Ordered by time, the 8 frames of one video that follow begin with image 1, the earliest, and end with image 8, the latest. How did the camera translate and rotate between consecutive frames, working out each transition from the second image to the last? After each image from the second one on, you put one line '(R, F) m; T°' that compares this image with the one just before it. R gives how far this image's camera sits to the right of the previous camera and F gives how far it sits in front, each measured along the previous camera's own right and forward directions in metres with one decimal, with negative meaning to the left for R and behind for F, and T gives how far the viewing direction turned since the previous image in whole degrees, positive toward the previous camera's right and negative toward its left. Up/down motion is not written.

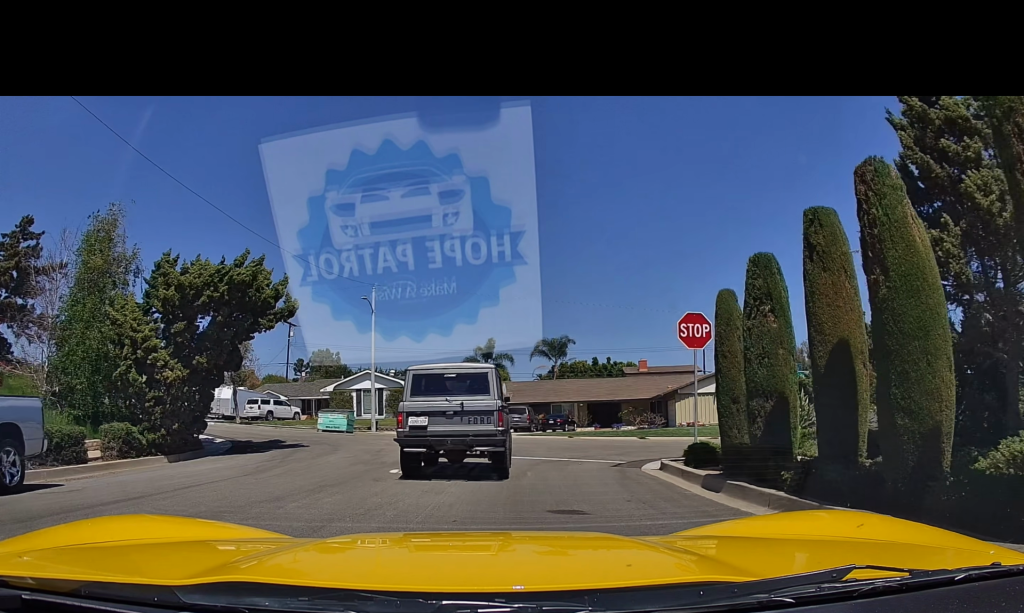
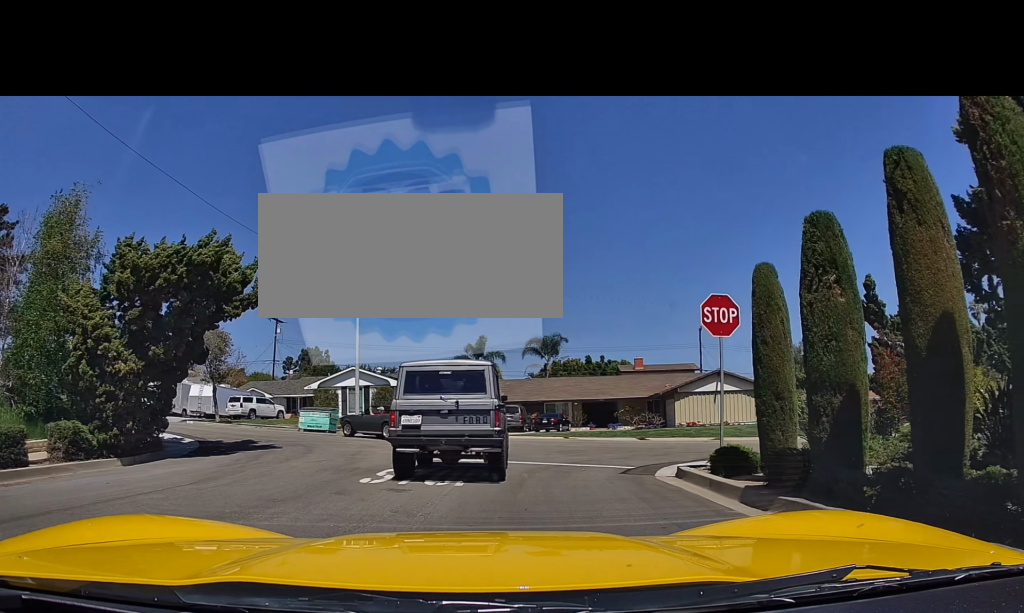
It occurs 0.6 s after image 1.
(+0.2, +1.9) m; -1°
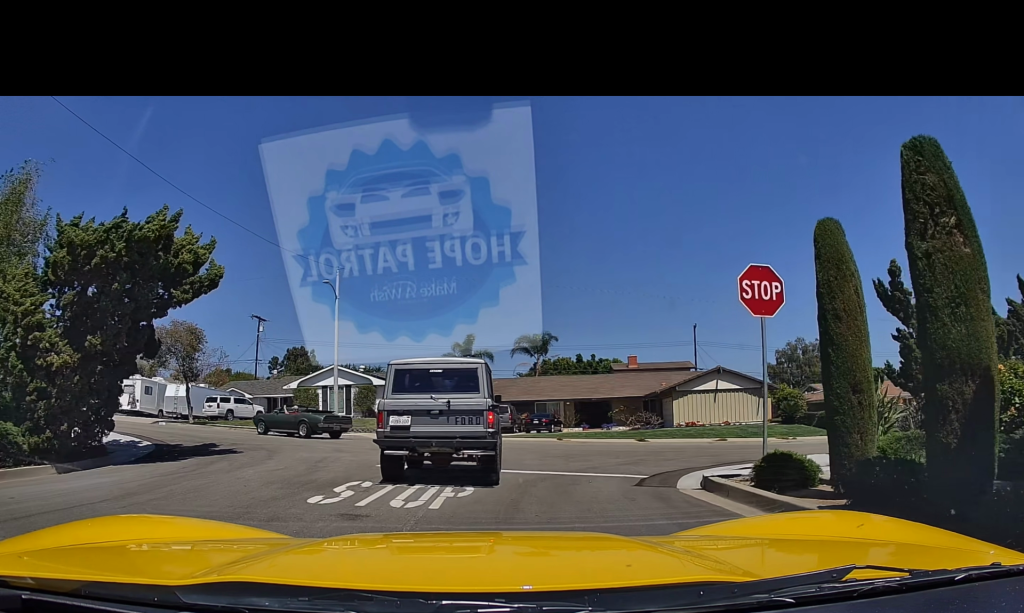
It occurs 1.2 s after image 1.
(-0.3, +2.3) m; -5°
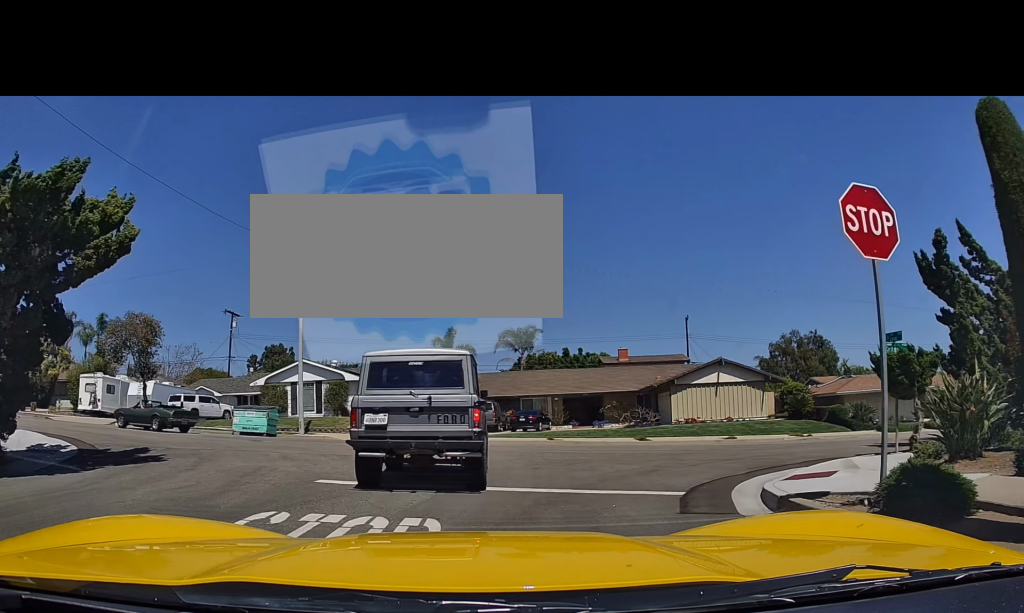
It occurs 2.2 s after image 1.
(-0.2, +3.5) m; -2°
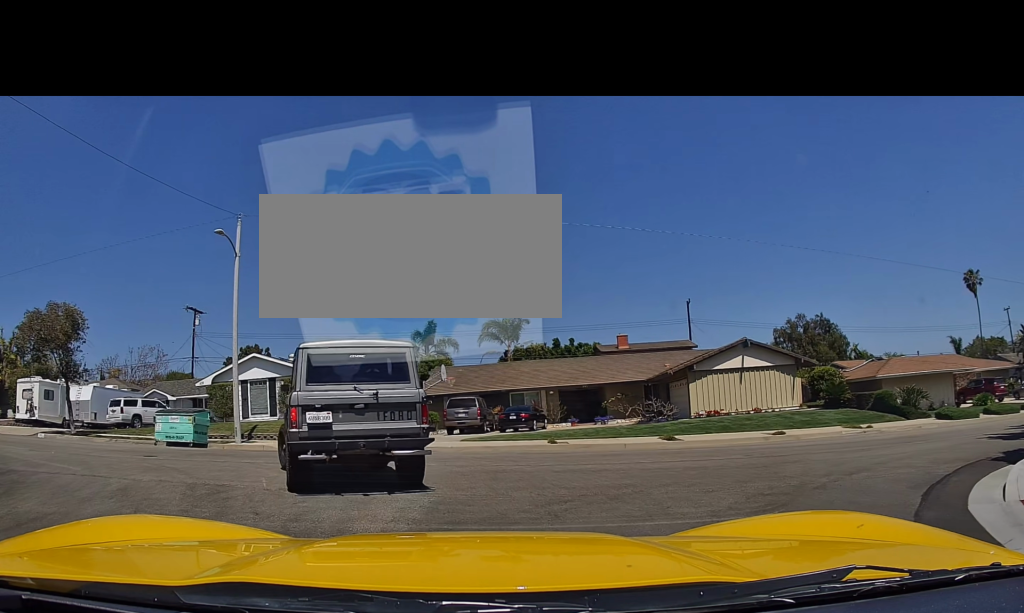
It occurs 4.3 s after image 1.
(+0.9, +6.8) m; +14°
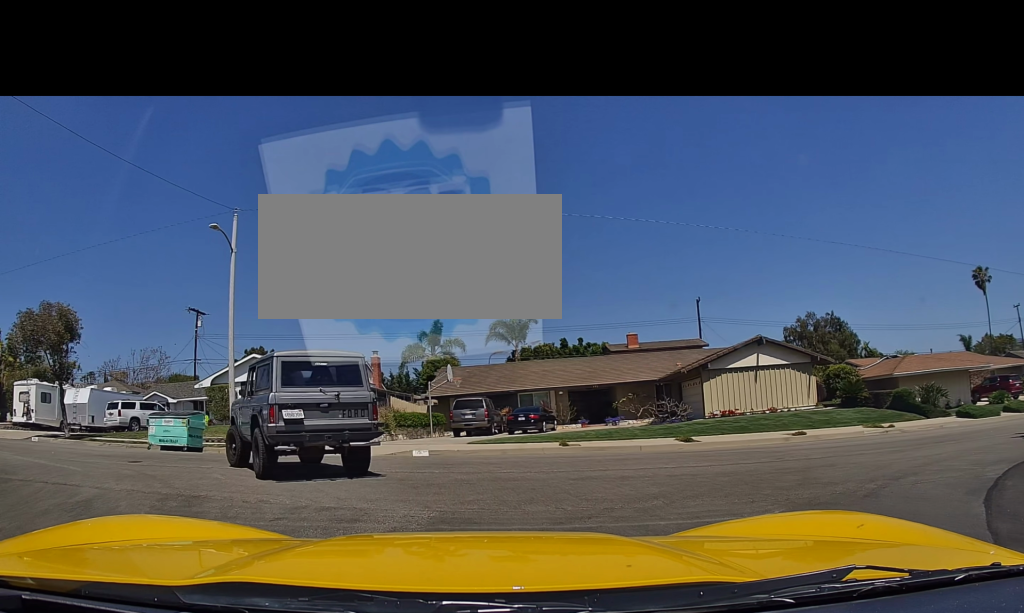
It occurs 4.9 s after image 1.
(0.0, +1.8) m; +1°
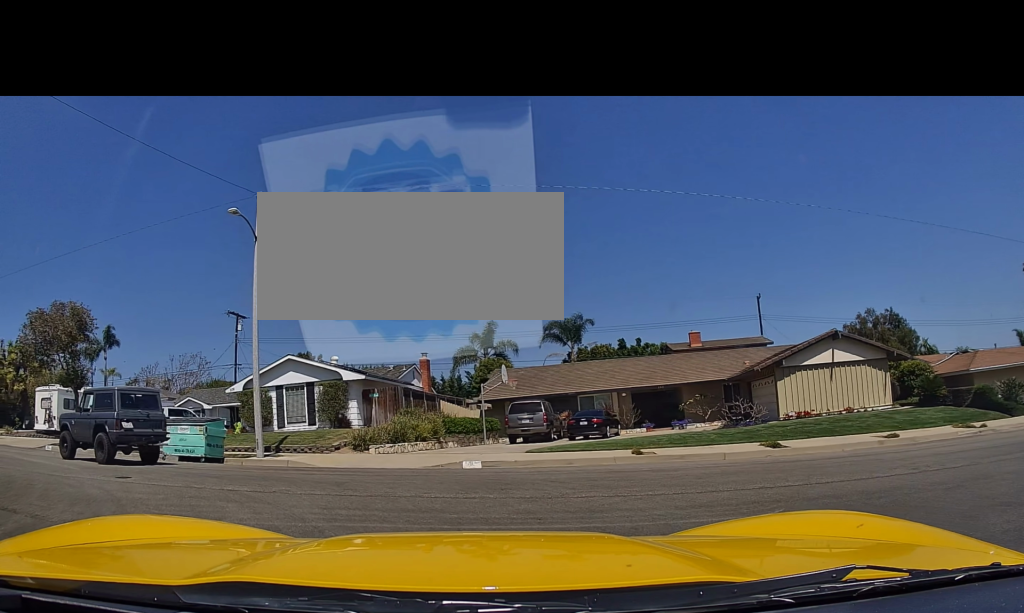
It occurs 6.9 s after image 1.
(-0.1, +3.0) m; 0°
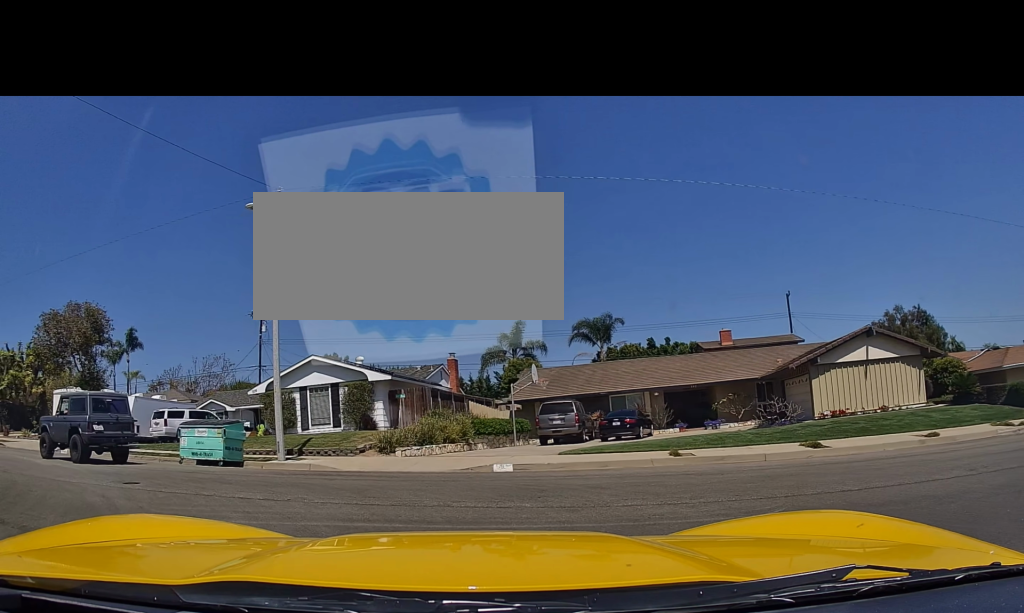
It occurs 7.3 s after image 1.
(-0.2, +0.3) m; 0°
